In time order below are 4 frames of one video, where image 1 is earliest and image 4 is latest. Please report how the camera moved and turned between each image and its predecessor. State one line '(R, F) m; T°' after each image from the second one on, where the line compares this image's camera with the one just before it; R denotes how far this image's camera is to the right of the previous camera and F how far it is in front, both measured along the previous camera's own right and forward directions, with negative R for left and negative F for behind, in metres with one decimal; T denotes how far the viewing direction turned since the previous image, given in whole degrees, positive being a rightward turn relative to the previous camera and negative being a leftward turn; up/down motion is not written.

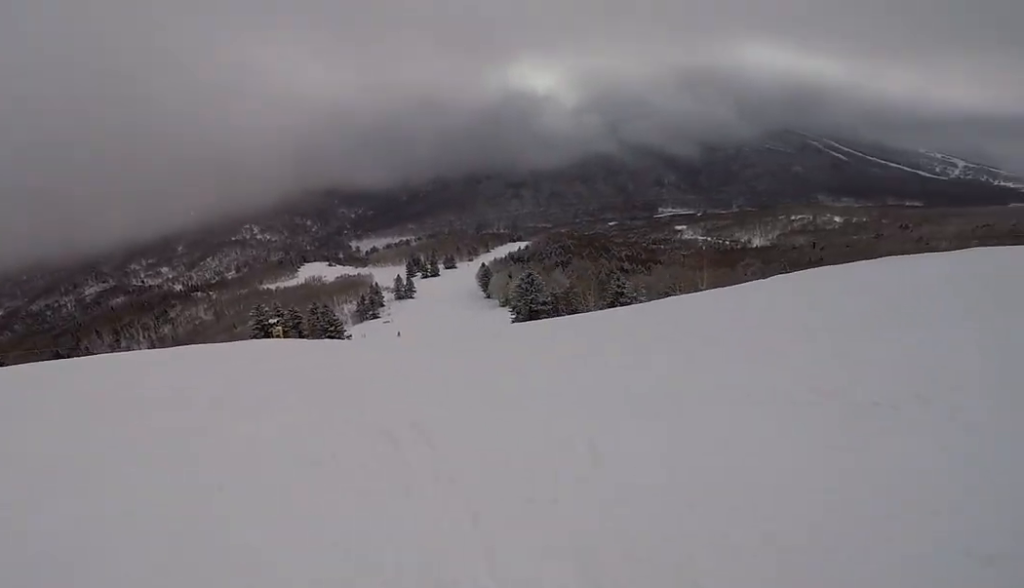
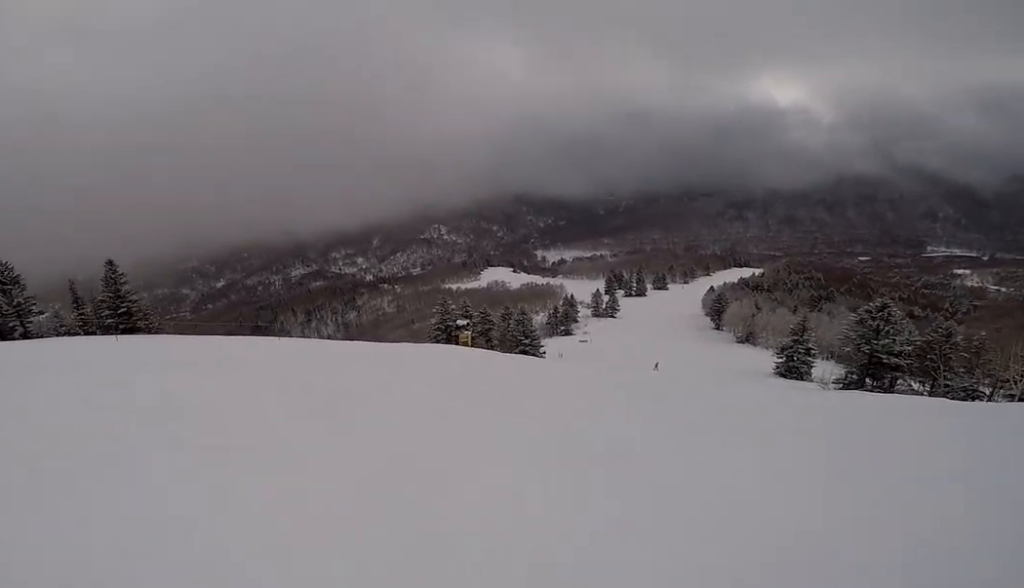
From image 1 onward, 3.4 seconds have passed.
(-0.1, +17.0) m; -5°
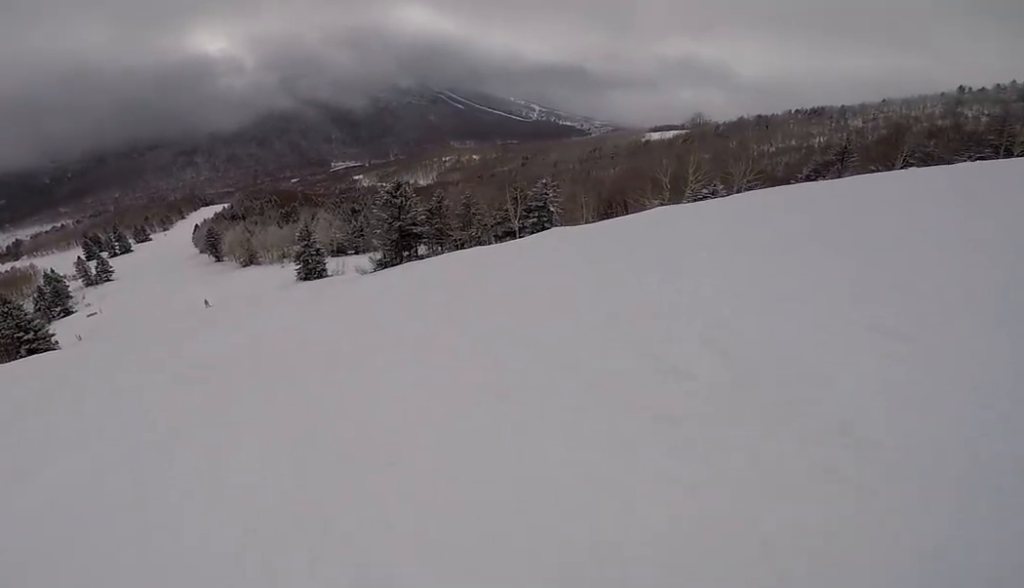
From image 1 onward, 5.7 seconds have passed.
(+6.4, +6.8) m; +72°
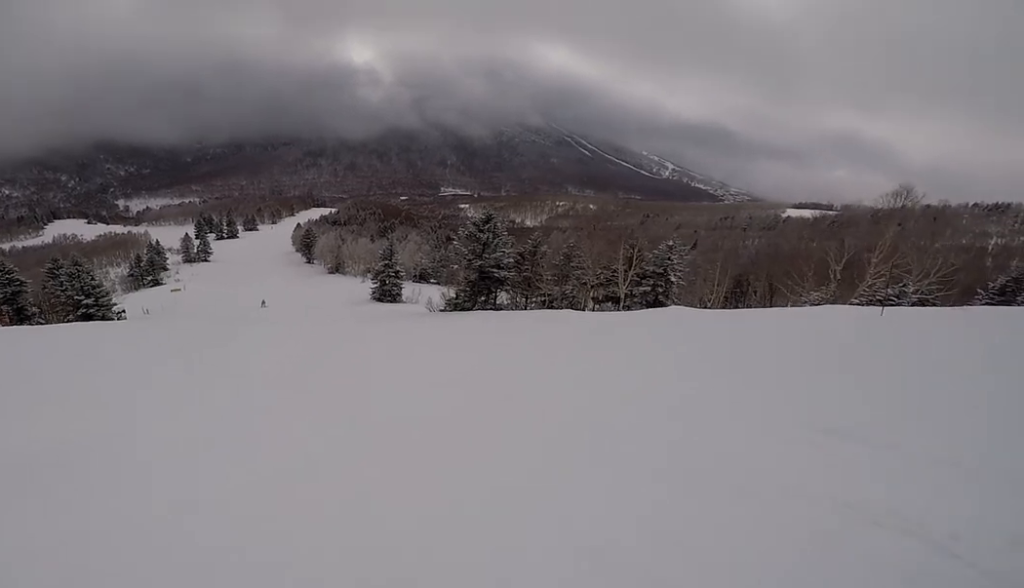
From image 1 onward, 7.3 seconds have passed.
(-1.3, +6.4) m; -32°
